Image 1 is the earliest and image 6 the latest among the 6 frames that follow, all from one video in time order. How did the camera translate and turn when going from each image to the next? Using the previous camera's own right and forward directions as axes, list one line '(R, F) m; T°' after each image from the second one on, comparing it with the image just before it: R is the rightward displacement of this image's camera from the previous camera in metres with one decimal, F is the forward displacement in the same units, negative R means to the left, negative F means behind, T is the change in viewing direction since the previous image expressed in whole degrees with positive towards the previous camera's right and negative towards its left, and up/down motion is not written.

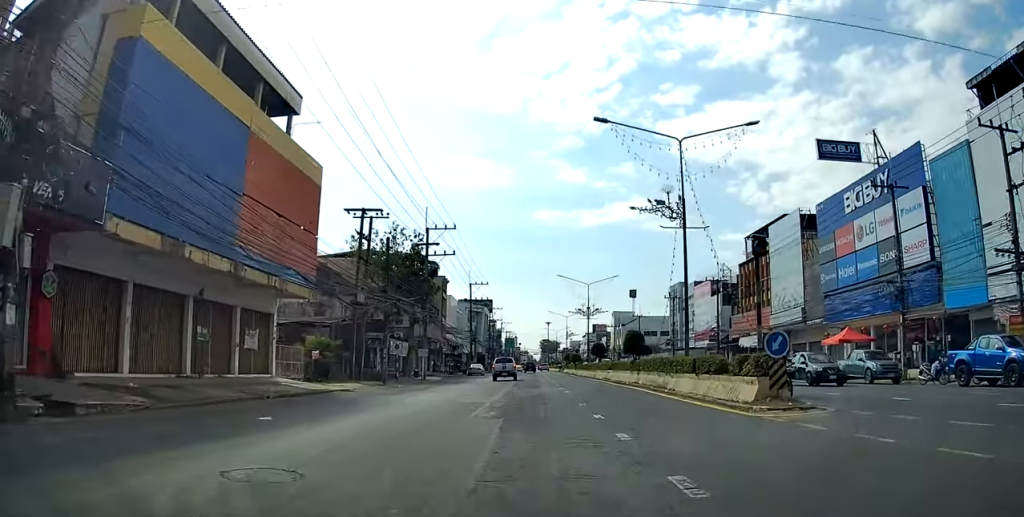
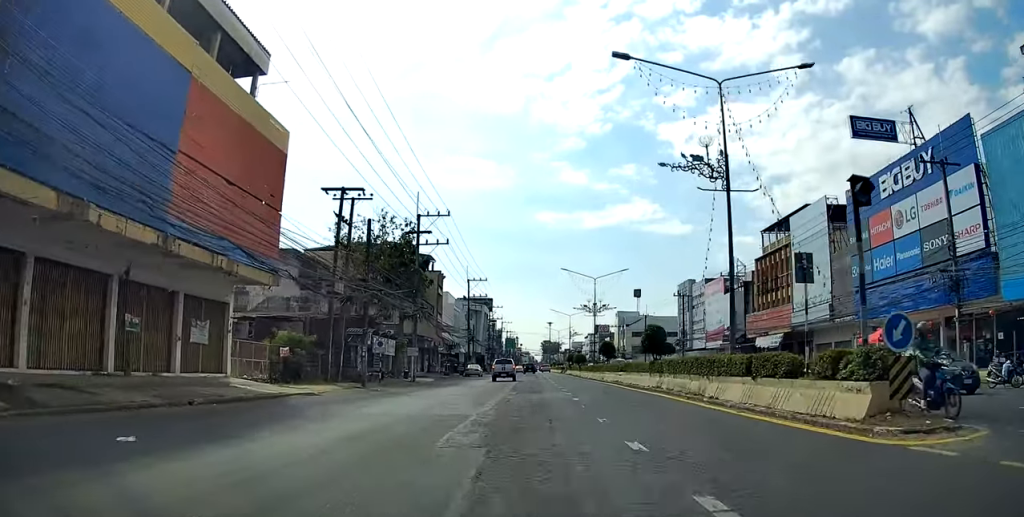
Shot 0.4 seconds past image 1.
(0.0, +5.3) m; 0°
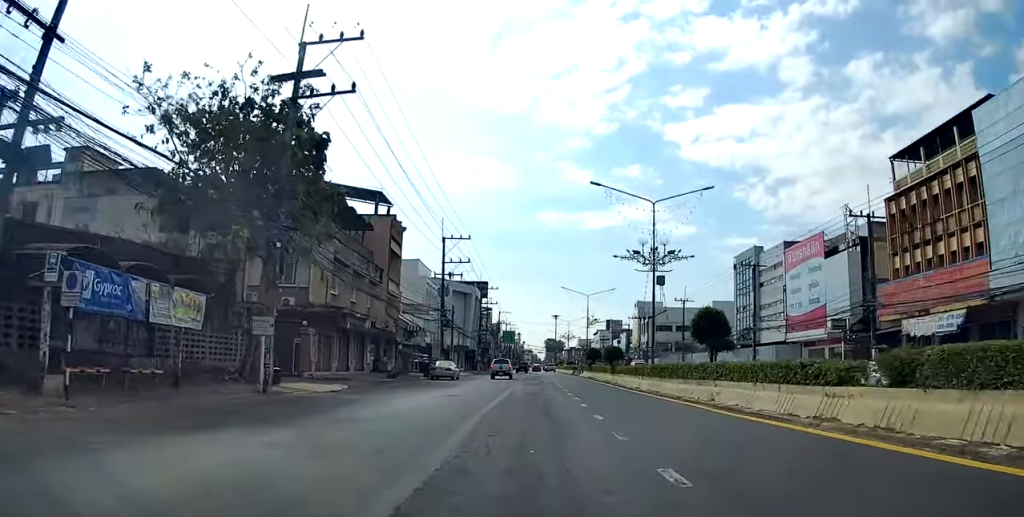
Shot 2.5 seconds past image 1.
(0.0, +26.9) m; 0°
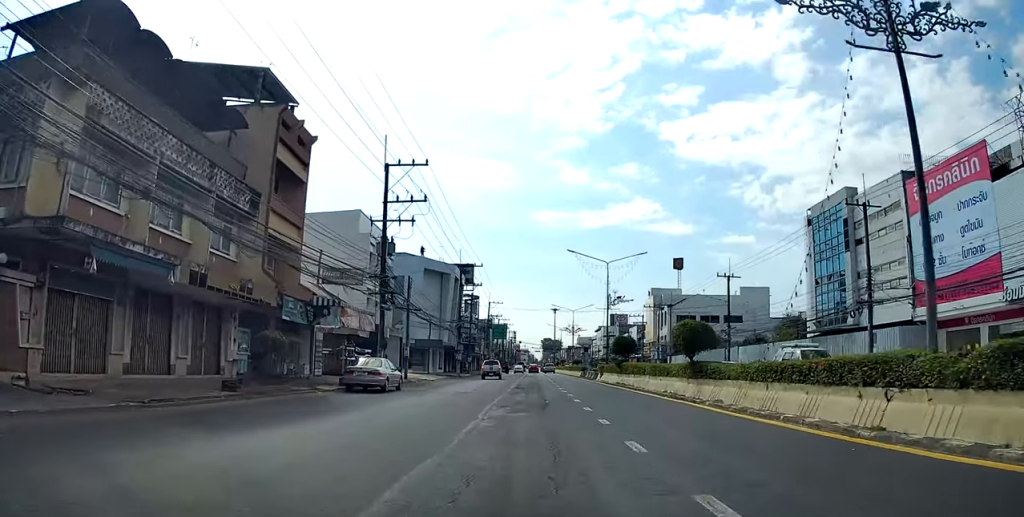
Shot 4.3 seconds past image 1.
(0.0, +22.3) m; 0°
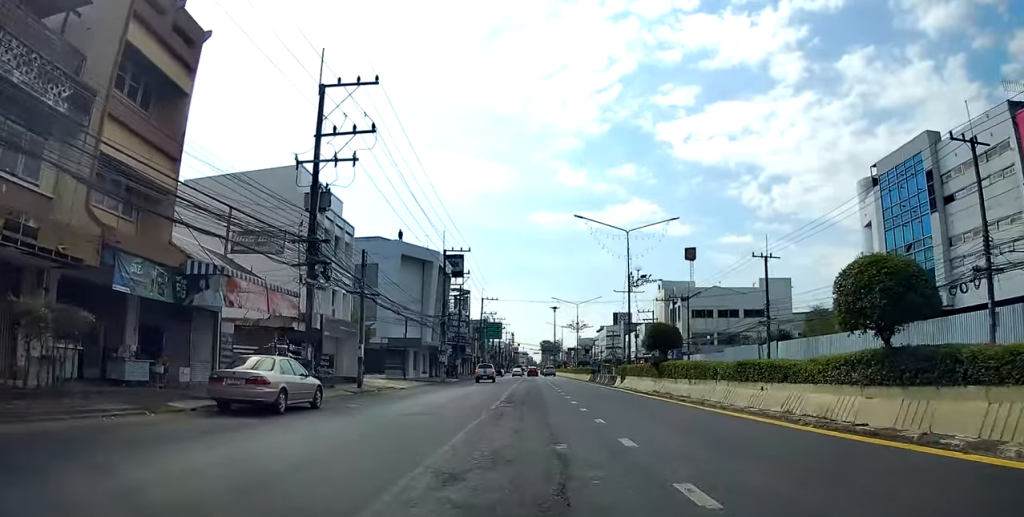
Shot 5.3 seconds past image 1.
(0.0, +12.1) m; -3°
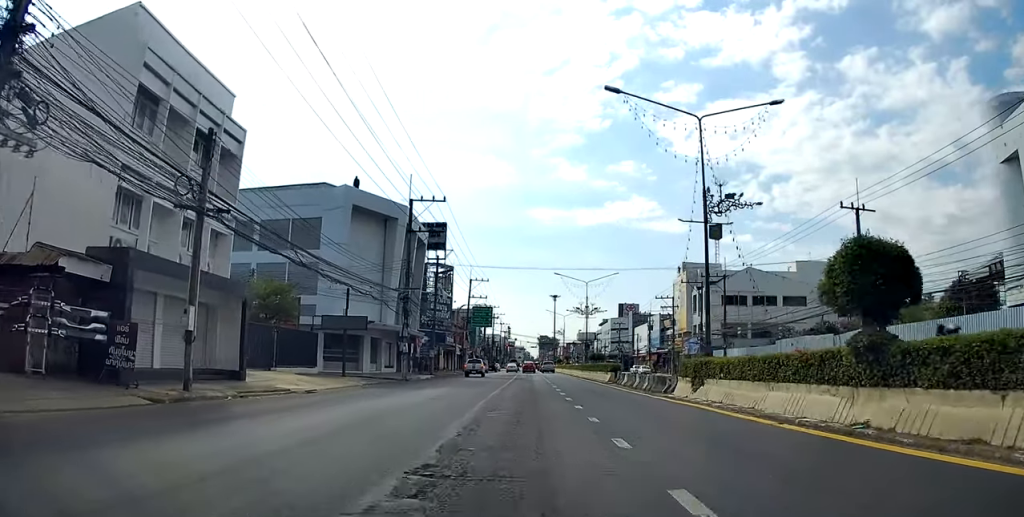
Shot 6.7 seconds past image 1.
(-0.9, +17.1) m; -2°
